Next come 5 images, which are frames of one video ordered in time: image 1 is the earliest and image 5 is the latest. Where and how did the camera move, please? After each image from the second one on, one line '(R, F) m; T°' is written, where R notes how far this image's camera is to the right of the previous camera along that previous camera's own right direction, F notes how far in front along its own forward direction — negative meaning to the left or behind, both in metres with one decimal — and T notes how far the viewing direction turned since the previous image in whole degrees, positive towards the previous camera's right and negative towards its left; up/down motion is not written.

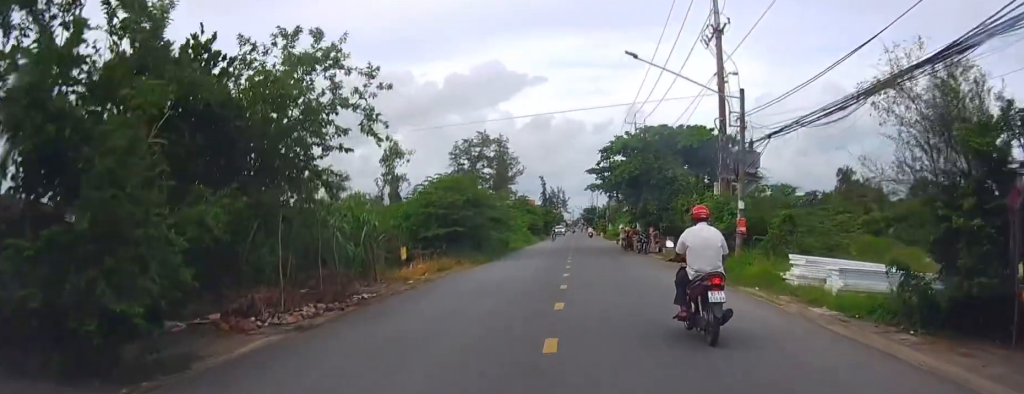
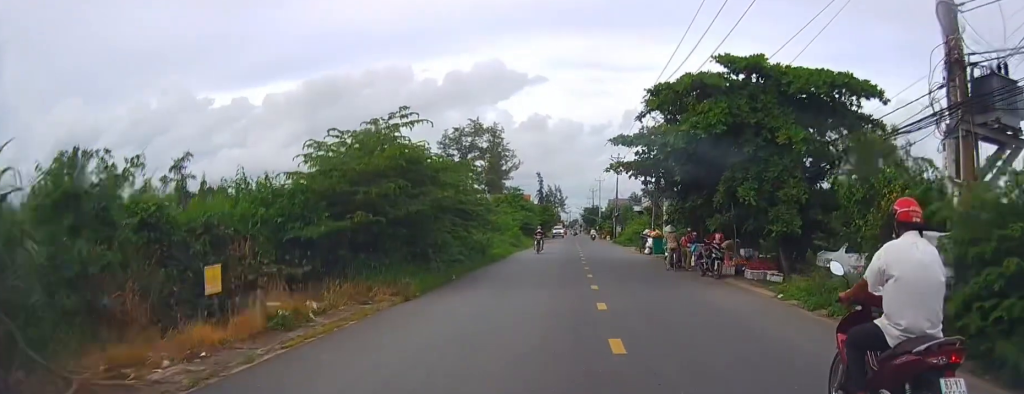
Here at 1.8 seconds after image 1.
(-0.3, +15.5) m; -3°
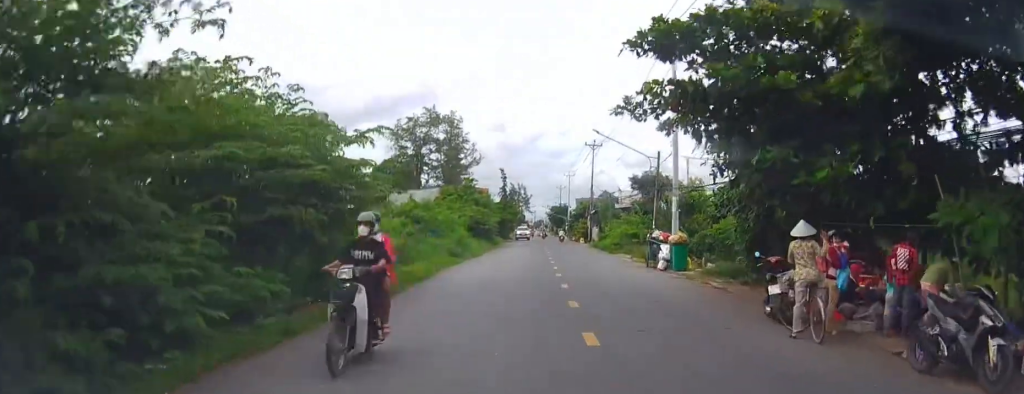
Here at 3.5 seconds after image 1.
(+0.8, +15.2) m; +10°
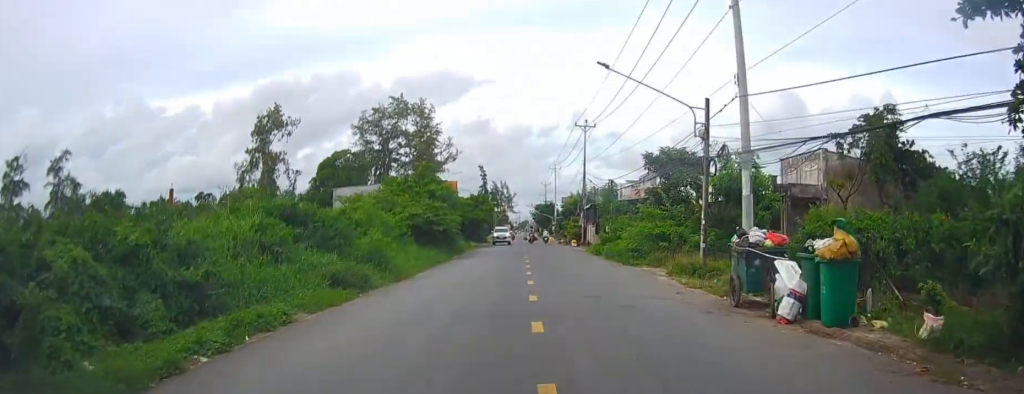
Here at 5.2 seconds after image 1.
(-0.4, +14.6) m; -7°
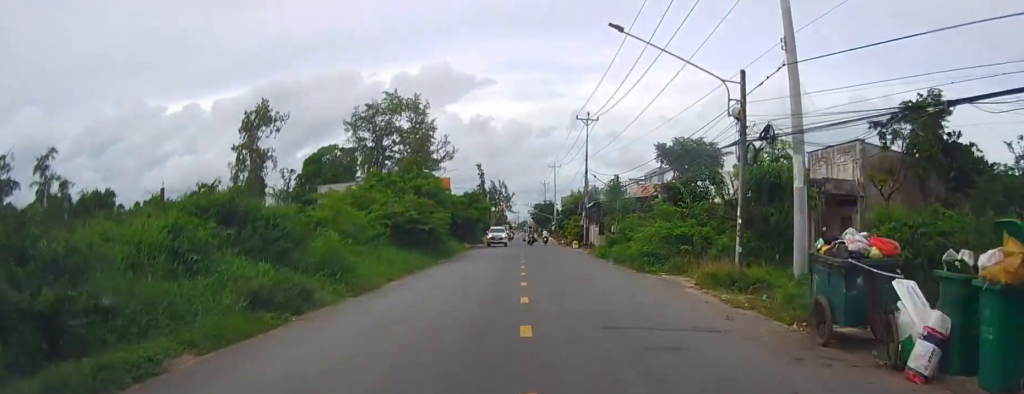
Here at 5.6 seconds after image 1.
(-0.2, +4.4) m; -2°
